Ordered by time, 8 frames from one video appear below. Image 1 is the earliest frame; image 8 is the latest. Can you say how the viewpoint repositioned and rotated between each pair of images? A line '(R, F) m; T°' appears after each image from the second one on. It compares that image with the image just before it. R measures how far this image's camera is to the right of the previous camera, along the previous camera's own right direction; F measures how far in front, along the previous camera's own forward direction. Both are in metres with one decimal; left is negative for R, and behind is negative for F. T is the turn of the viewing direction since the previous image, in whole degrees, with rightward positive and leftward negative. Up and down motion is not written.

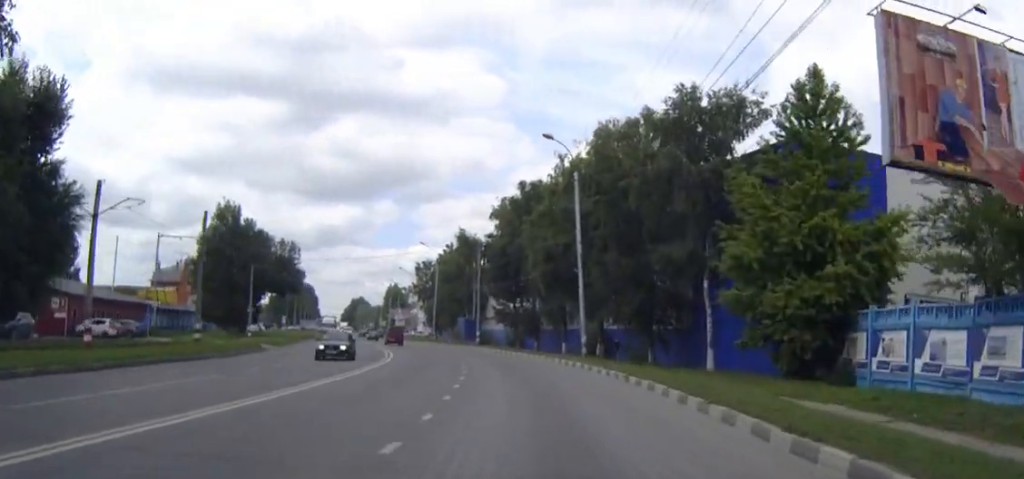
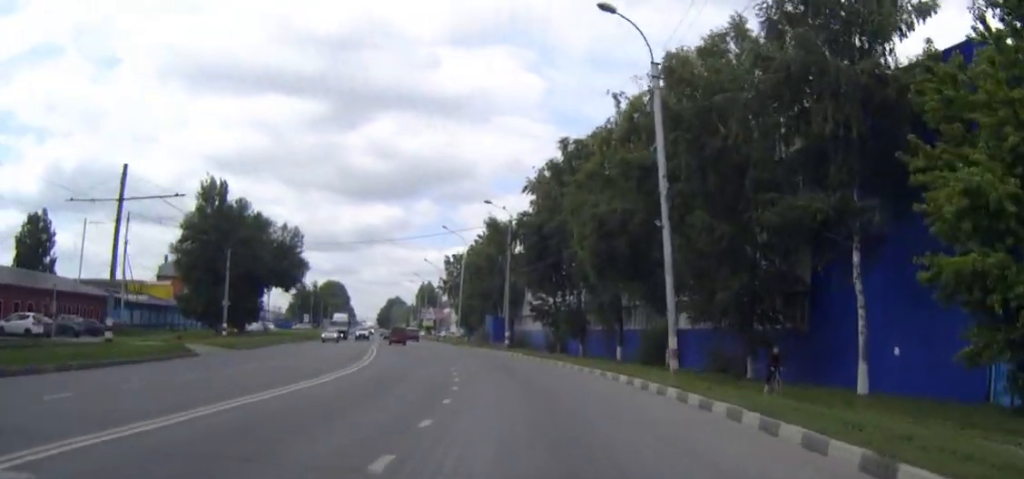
(-0.5, +17.4) m; -3°
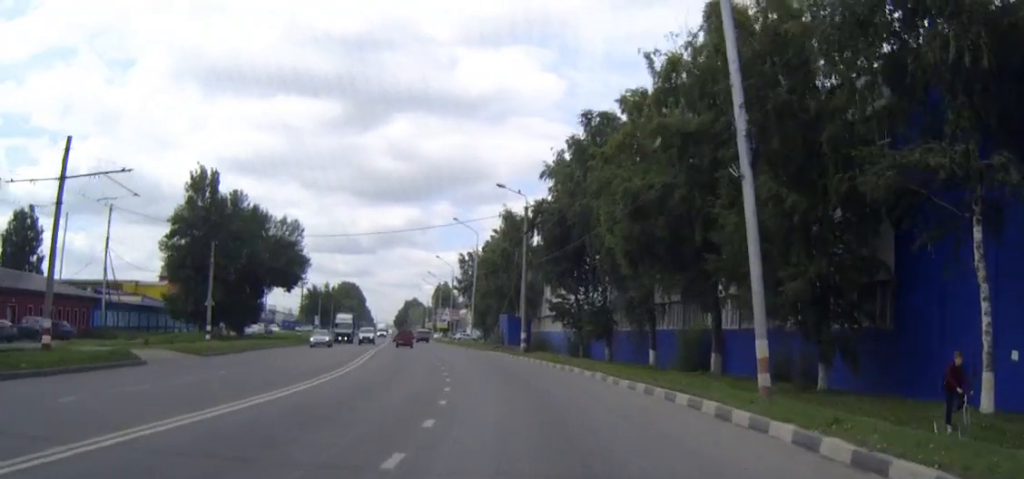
(-0.1, +7.6) m; -1°
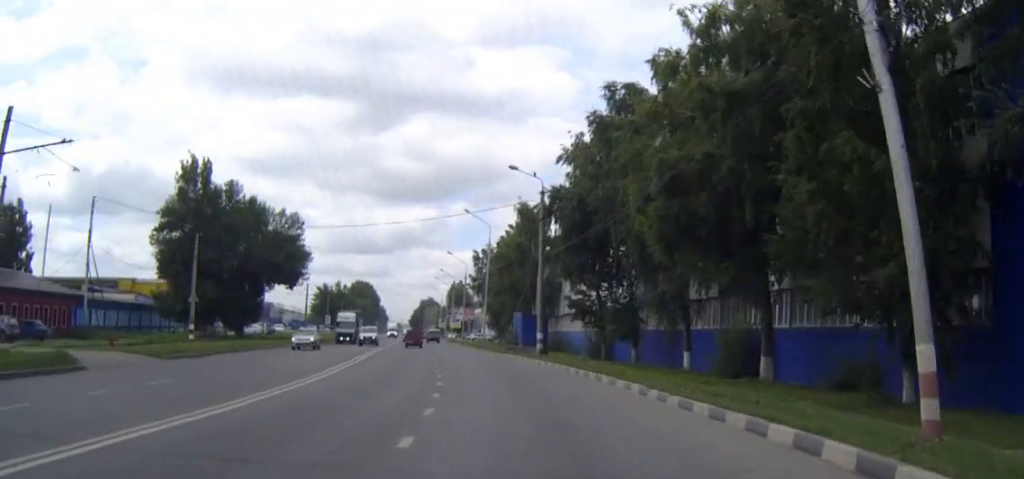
(0.0, +6.3) m; -1°
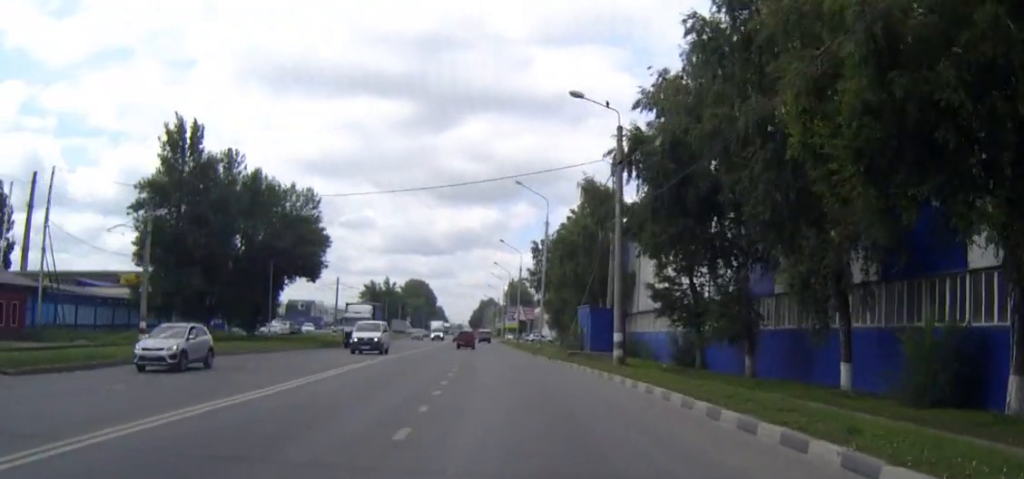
(-0.4, +15.8) m; -3°
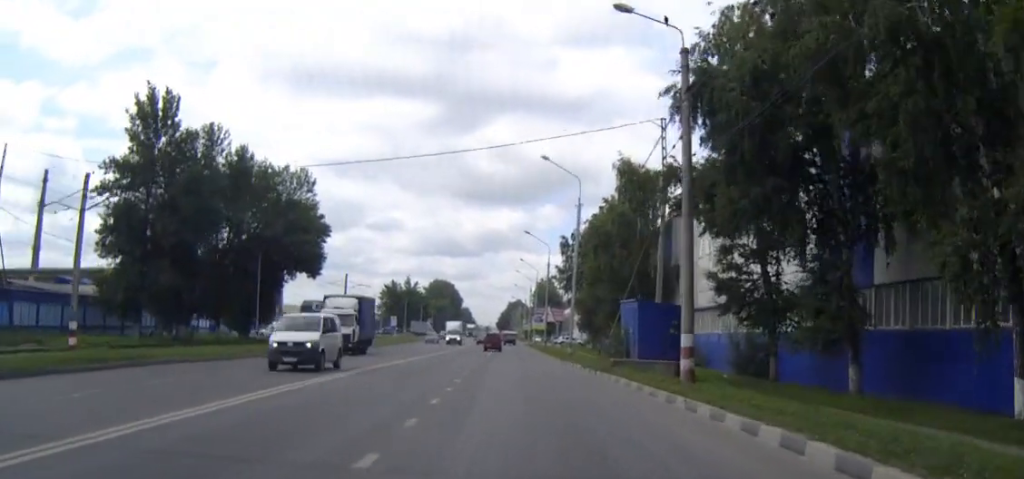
(-0.2, +9.9) m; -2°
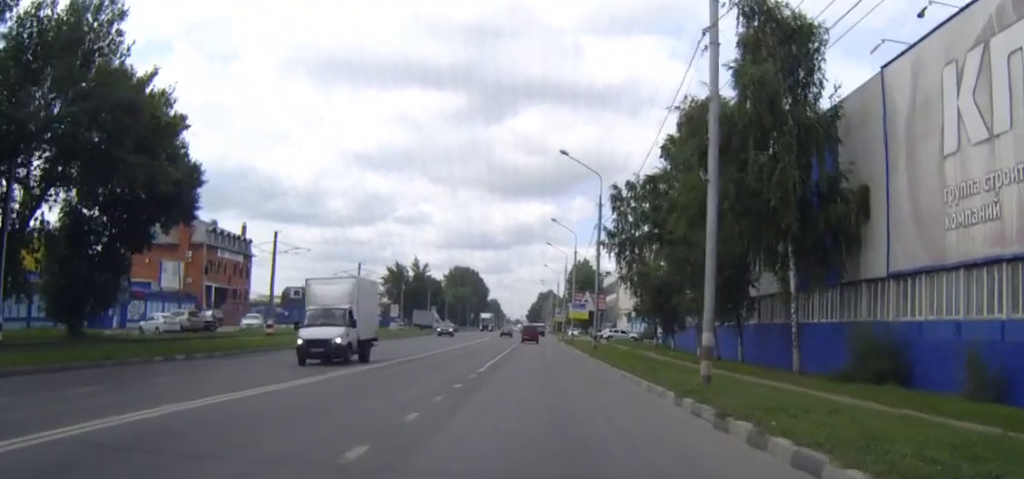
(-1.6, +35.7) m; -3°
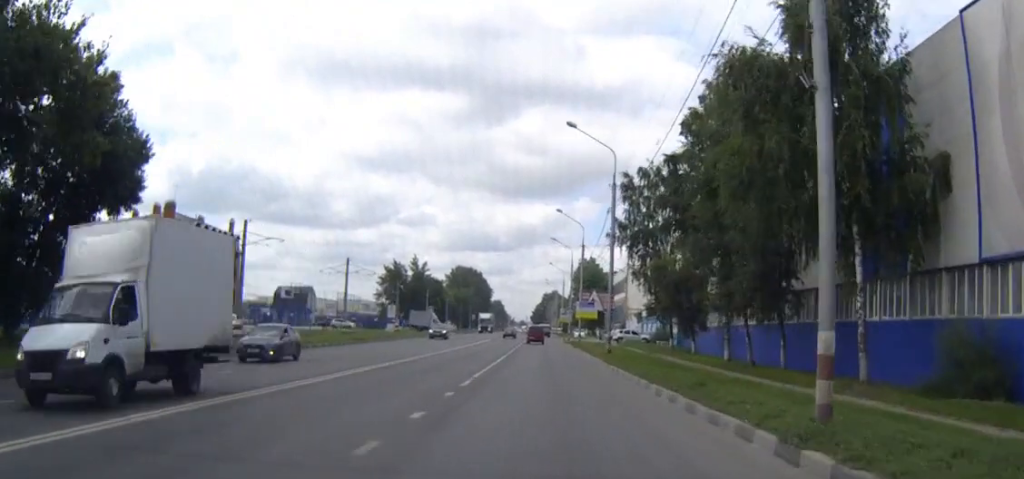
(0.0, +7.3) m; 0°
